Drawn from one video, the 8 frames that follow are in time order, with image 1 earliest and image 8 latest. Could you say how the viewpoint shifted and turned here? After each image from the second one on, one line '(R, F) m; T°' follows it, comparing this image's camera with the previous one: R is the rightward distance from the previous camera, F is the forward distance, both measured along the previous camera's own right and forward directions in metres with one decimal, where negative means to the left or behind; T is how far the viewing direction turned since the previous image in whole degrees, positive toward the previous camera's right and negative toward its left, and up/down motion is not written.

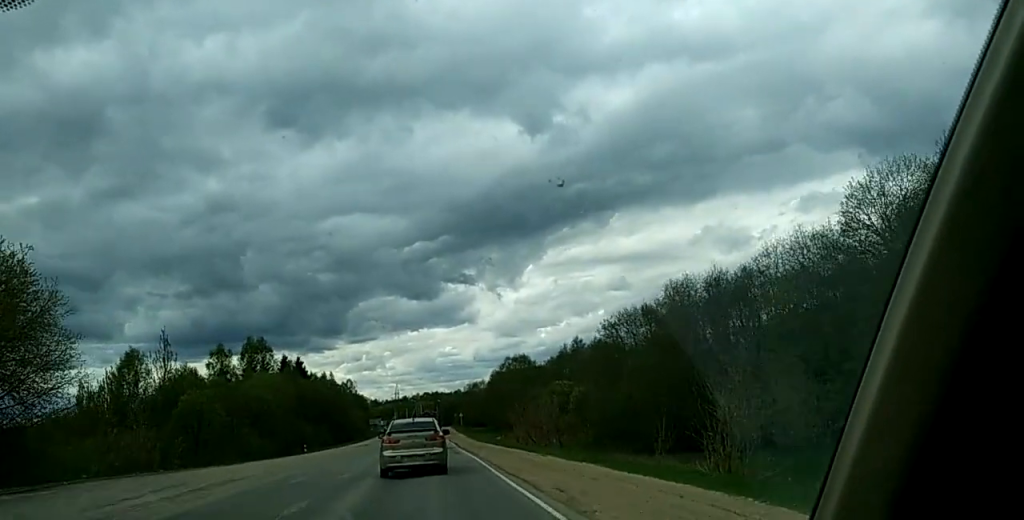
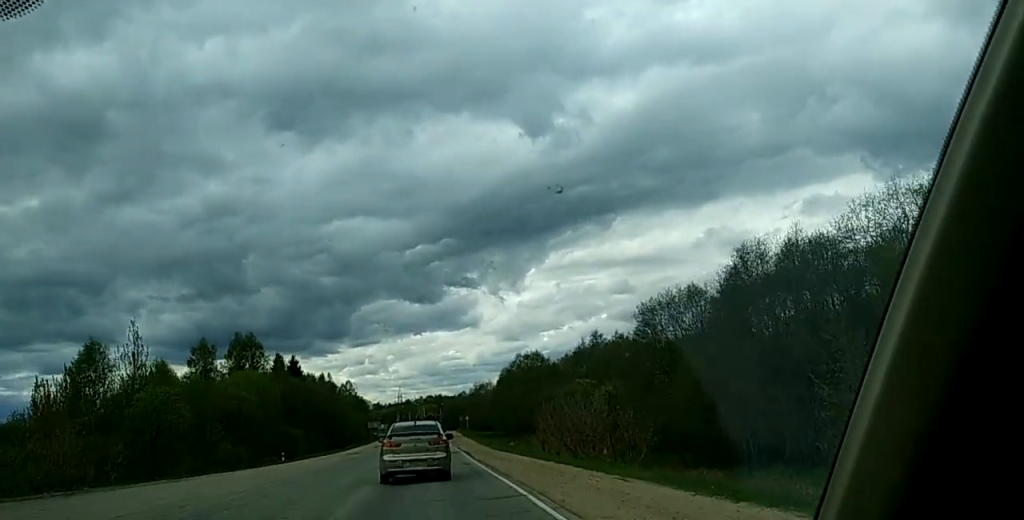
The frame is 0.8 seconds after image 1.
(-0.2, +13.0) m; -1°
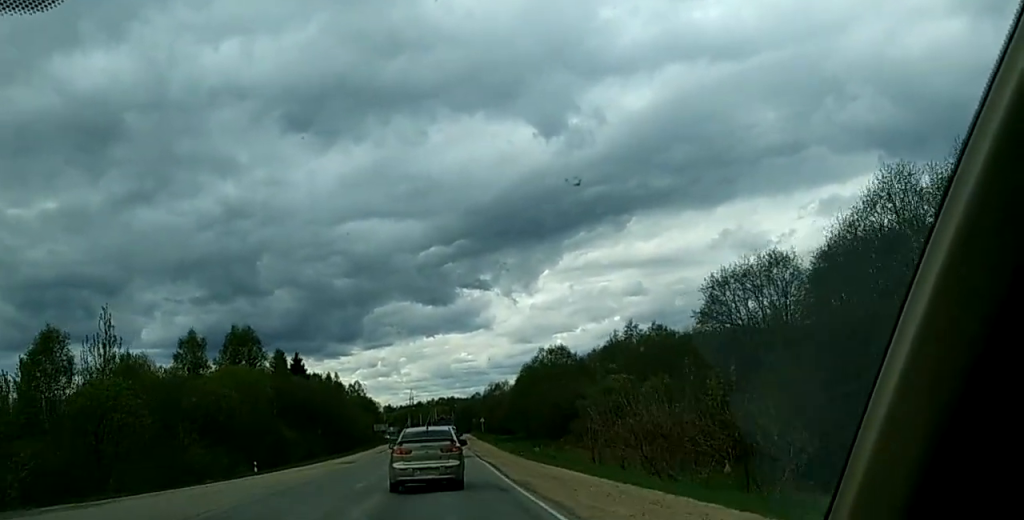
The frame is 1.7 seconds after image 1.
(0.0, +13.4) m; 0°
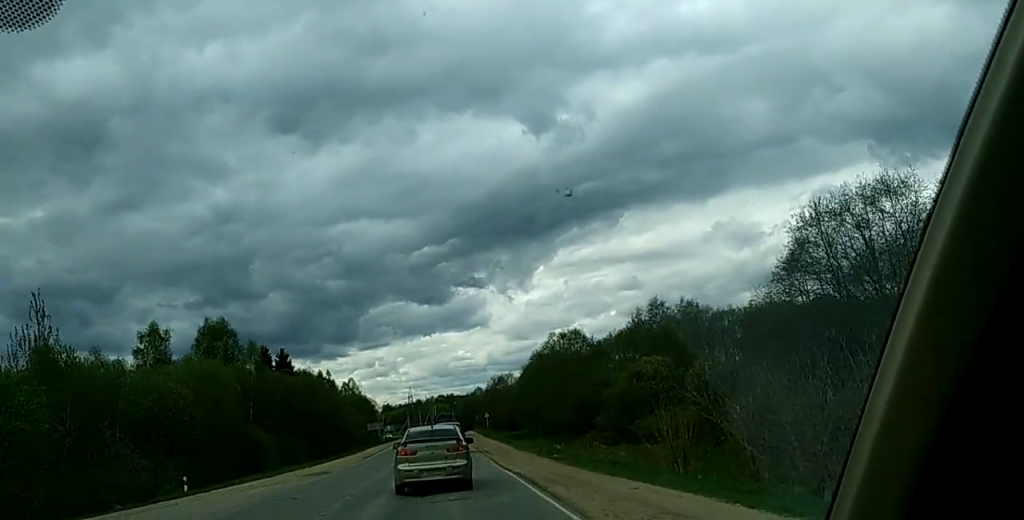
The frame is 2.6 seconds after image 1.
(0.0, +13.1) m; +1°
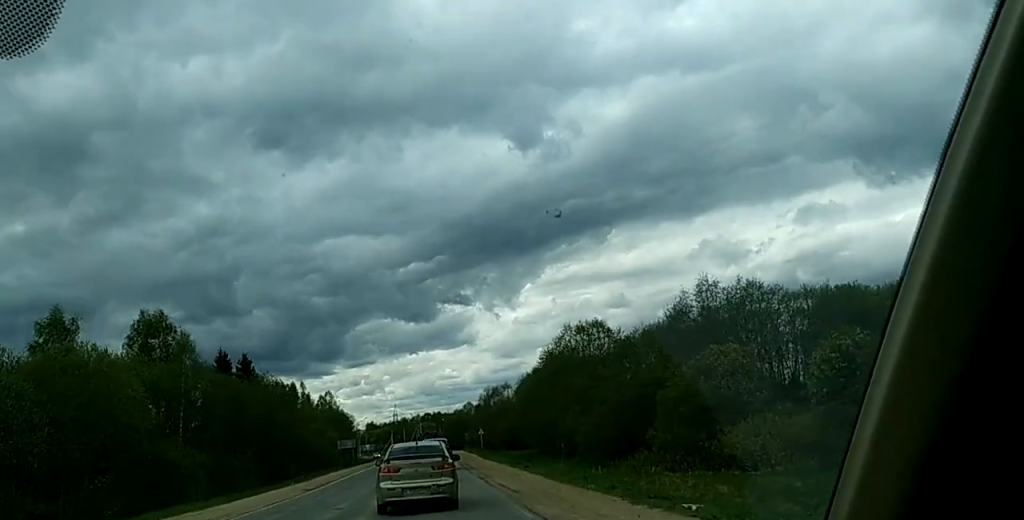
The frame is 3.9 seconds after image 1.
(+0.2, +20.0) m; -1°
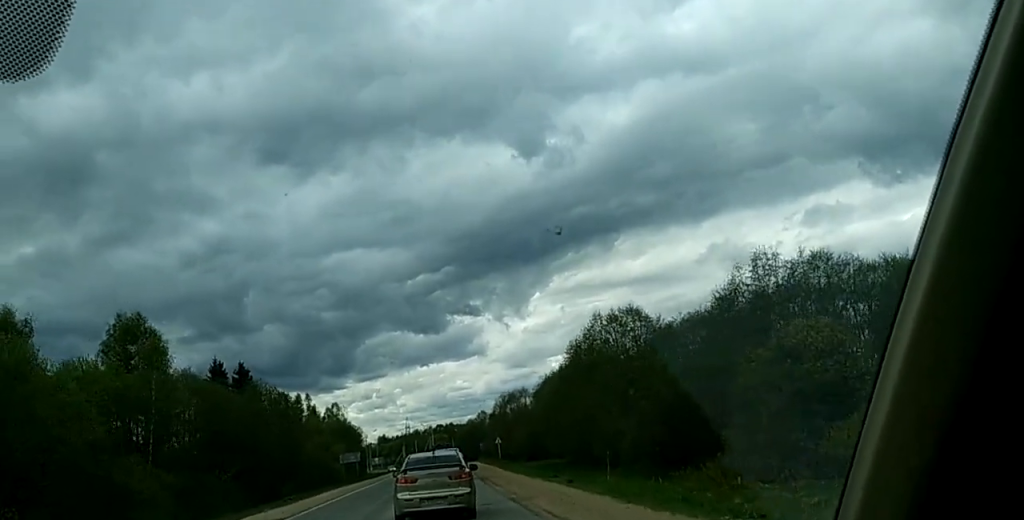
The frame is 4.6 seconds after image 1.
(-0.3, +10.5) m; -2°
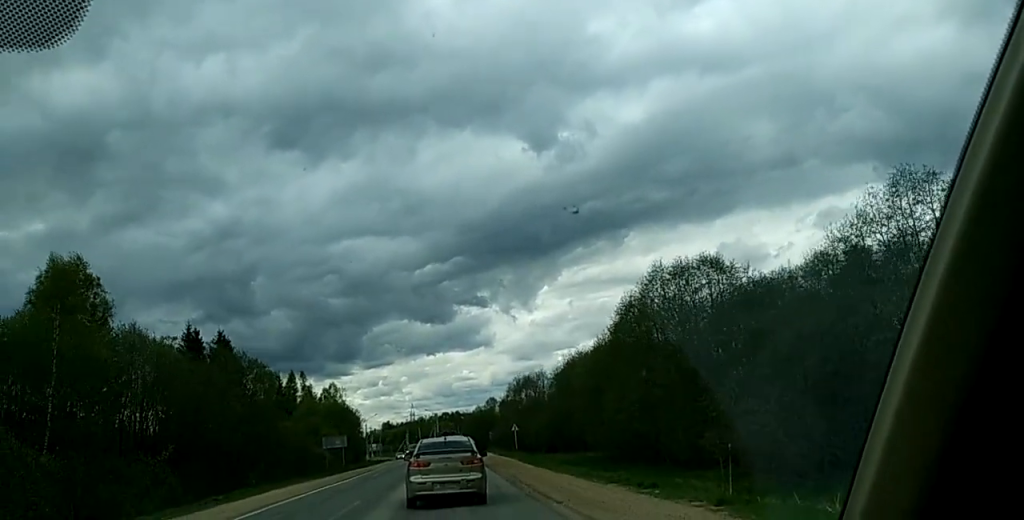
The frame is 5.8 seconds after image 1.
(-0.4, +16.8) m; 0°
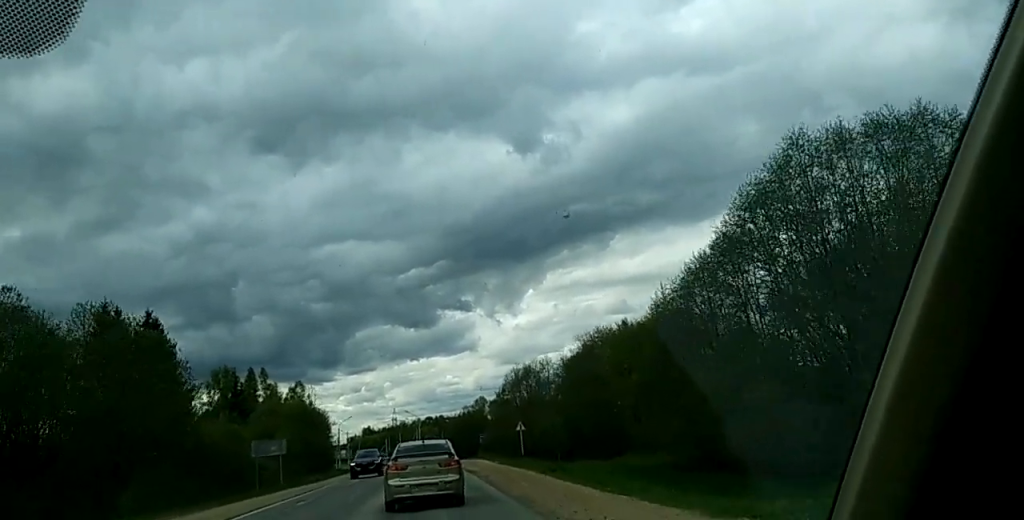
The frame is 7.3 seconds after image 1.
(+0.6, +21.4) m; +2°
